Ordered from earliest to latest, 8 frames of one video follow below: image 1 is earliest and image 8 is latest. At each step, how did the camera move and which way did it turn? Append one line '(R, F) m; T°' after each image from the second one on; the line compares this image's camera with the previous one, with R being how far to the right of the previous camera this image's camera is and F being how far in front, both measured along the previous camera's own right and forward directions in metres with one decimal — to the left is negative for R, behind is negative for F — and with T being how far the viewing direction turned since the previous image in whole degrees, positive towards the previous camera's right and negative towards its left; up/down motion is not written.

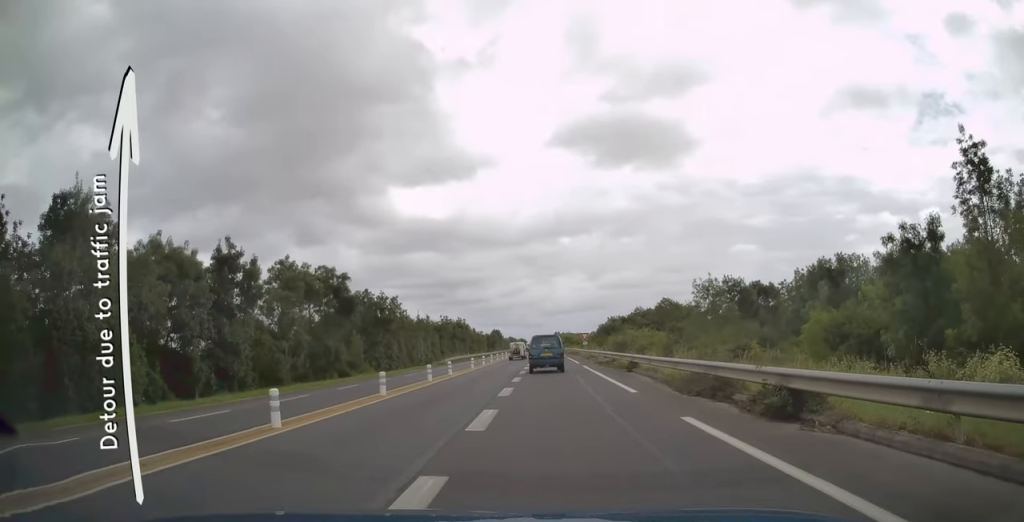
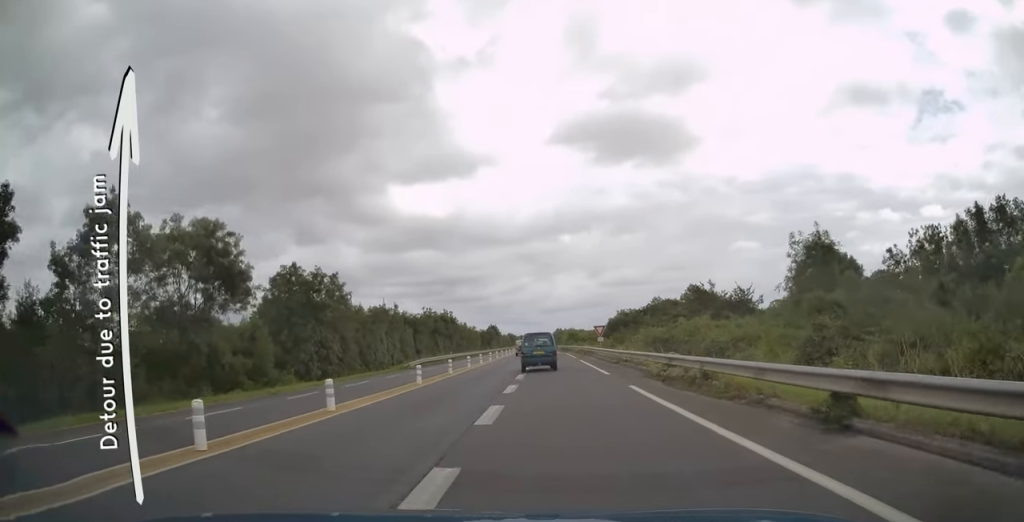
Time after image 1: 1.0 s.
(-0.6, +19.1) m; -2°
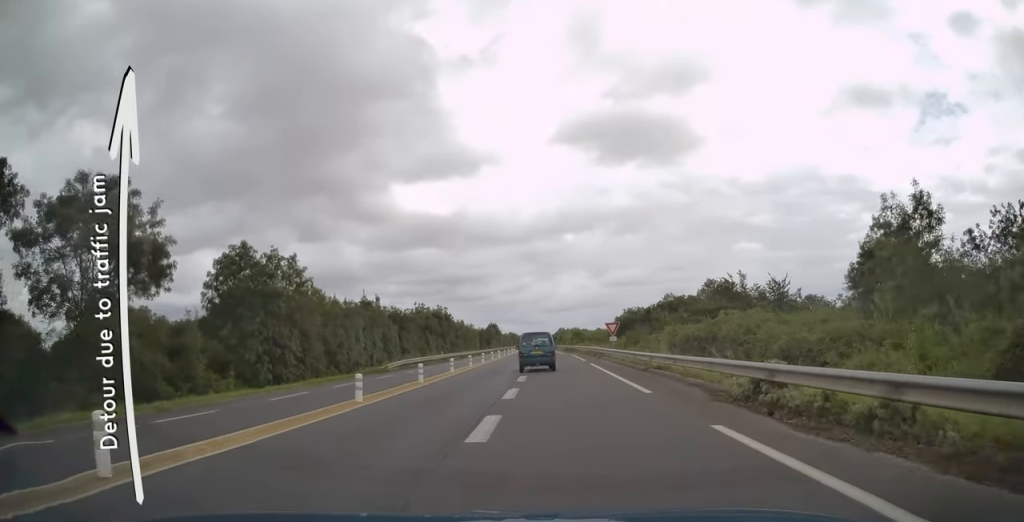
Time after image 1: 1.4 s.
(0.0, +8.5) m; 0°
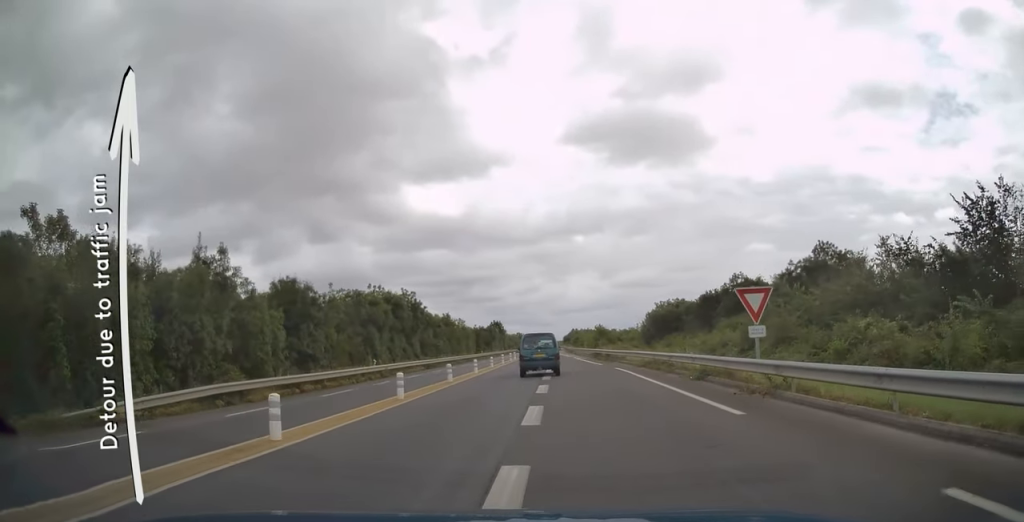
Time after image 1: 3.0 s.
(0.0, +30.8) m; 0°
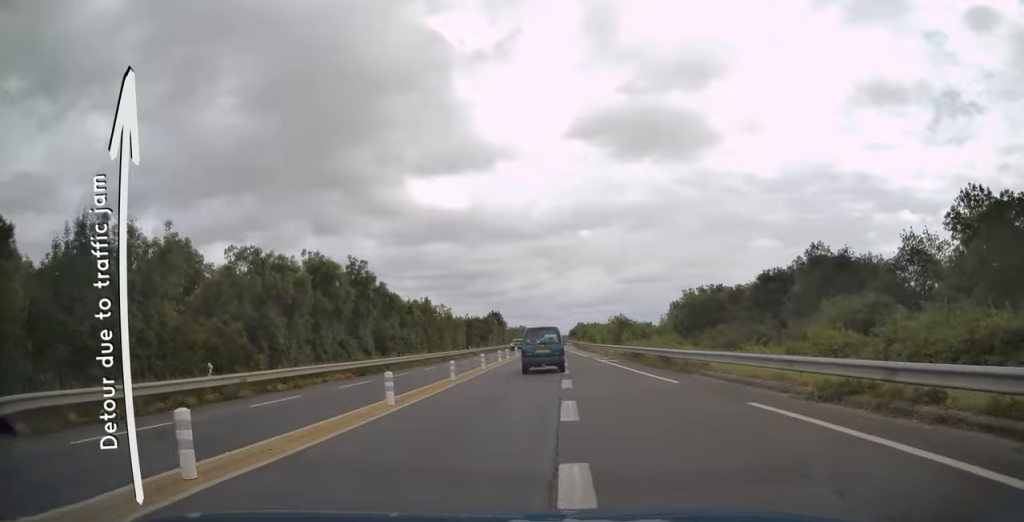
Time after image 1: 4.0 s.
(0.0, +19.5) m; -1°
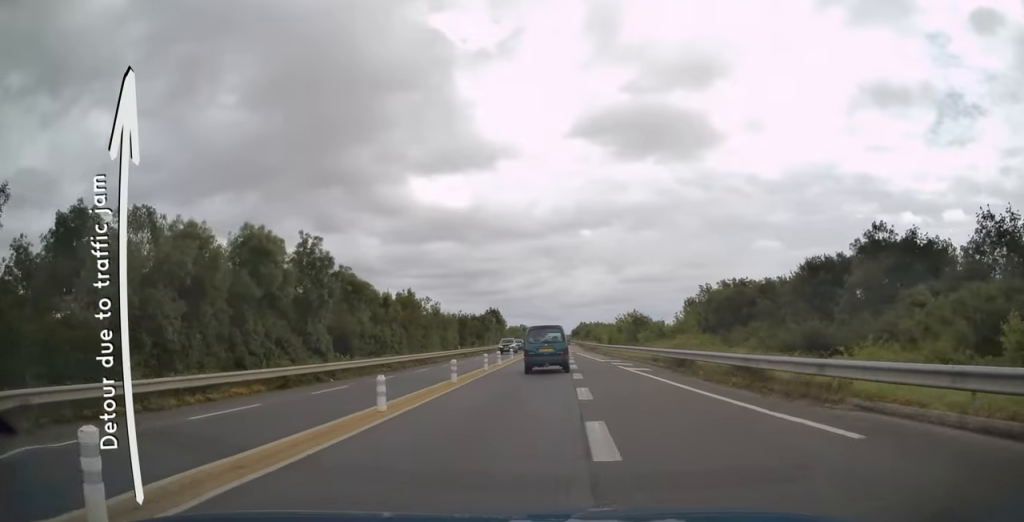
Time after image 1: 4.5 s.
(-0.2, +10.0) m; 0°
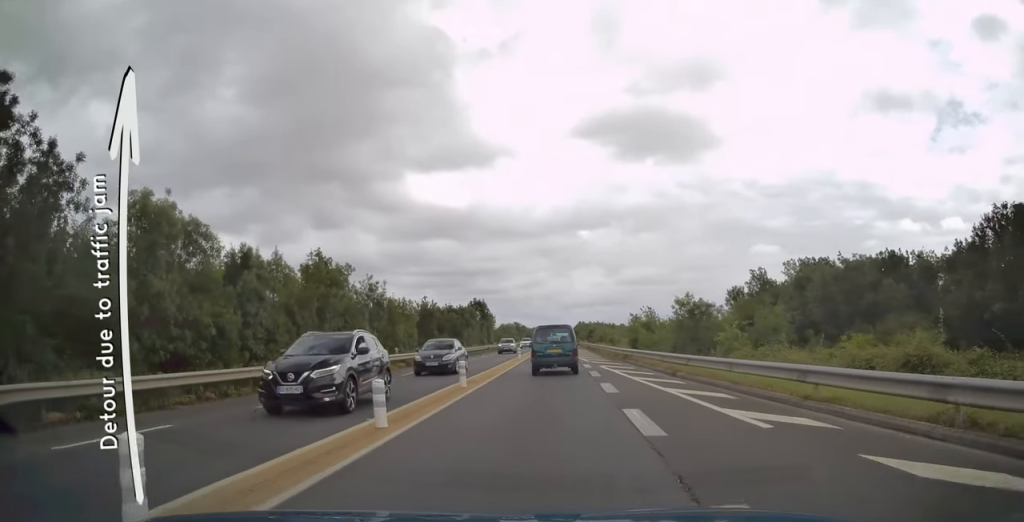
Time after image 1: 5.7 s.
(+0.1, +25.1) m; +1°
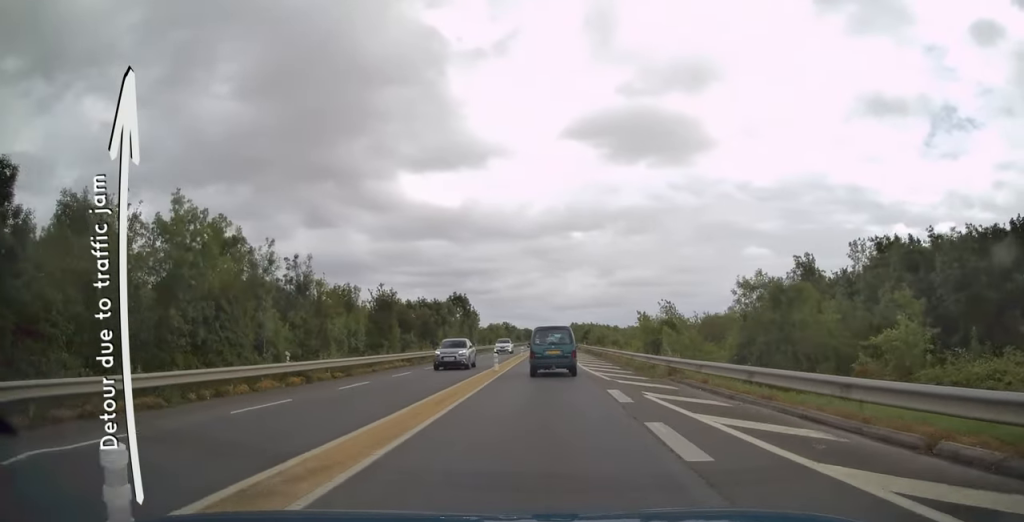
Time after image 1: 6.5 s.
(+0.1, +14.9) m; 0°
